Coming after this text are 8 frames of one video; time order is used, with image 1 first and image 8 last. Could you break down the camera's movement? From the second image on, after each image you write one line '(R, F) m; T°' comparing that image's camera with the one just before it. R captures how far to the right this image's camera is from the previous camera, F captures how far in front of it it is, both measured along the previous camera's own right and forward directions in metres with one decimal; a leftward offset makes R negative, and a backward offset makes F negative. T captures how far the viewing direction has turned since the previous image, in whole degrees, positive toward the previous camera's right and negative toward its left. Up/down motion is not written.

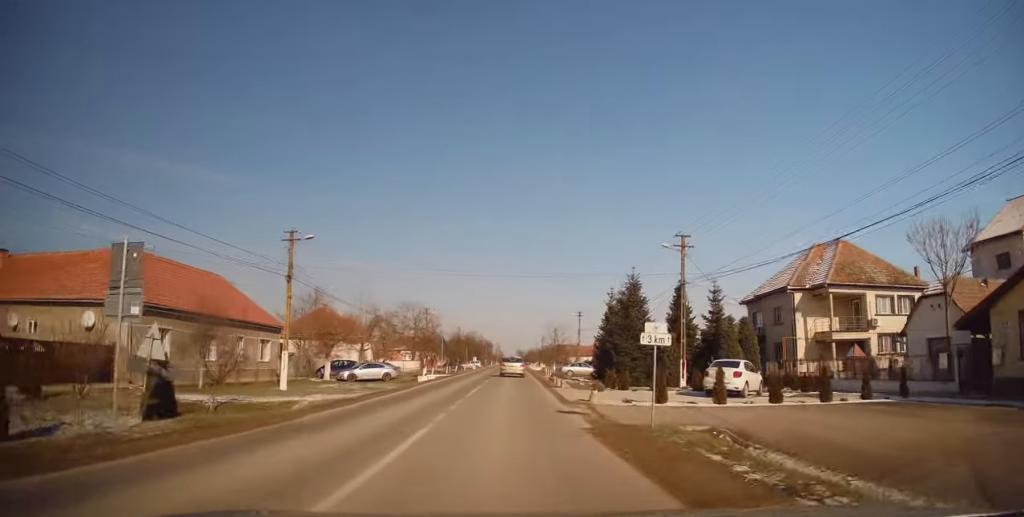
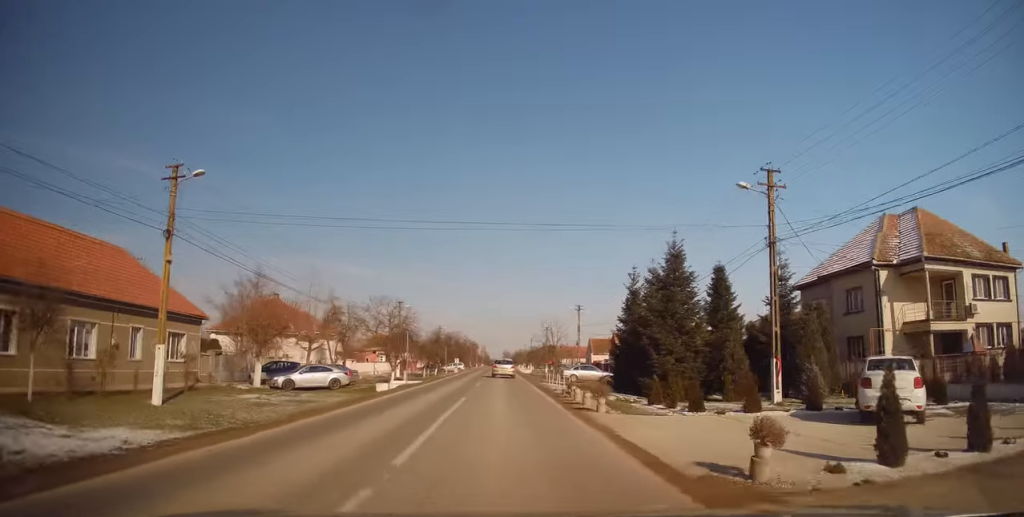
(+0.4, +10.7) m; +3°
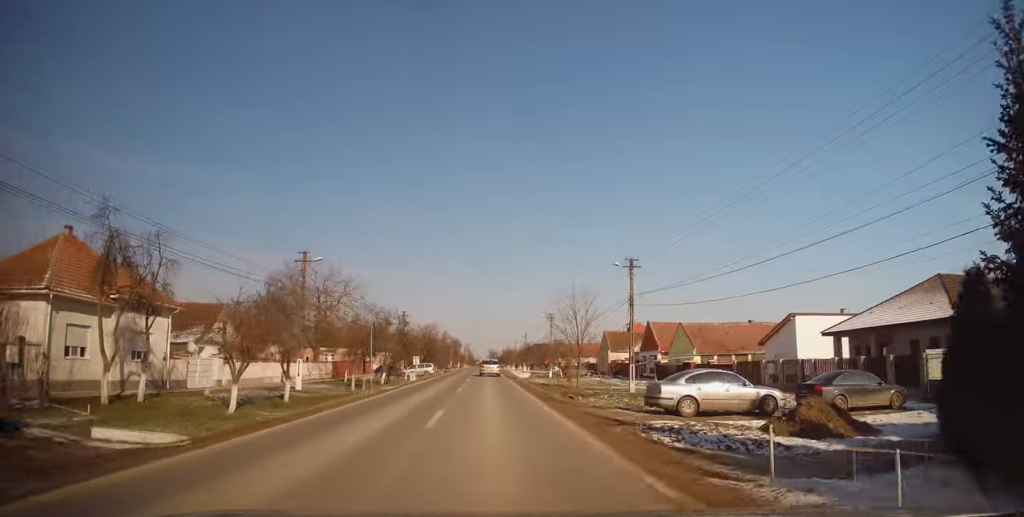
(+0.9, +27.2) m; +3°
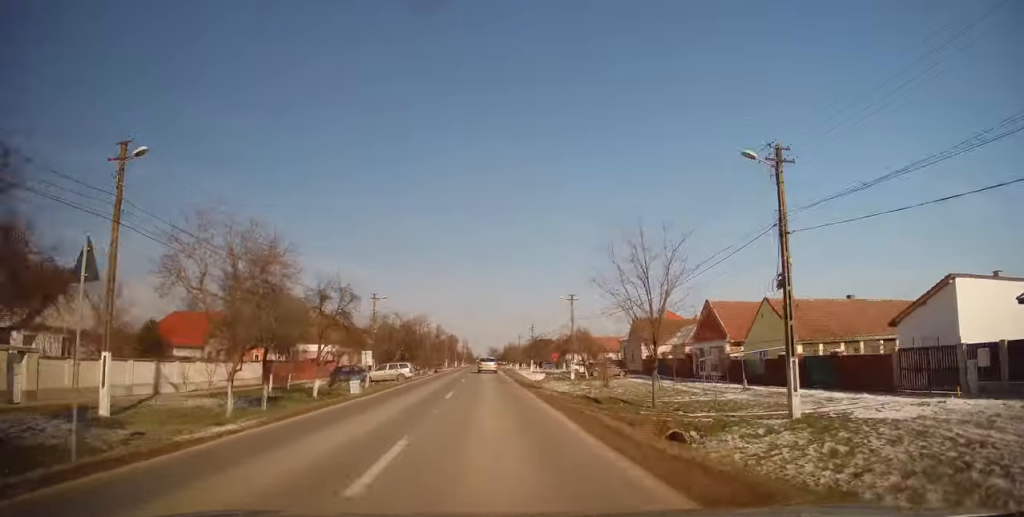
(-0.3, +17.8) m; -2°
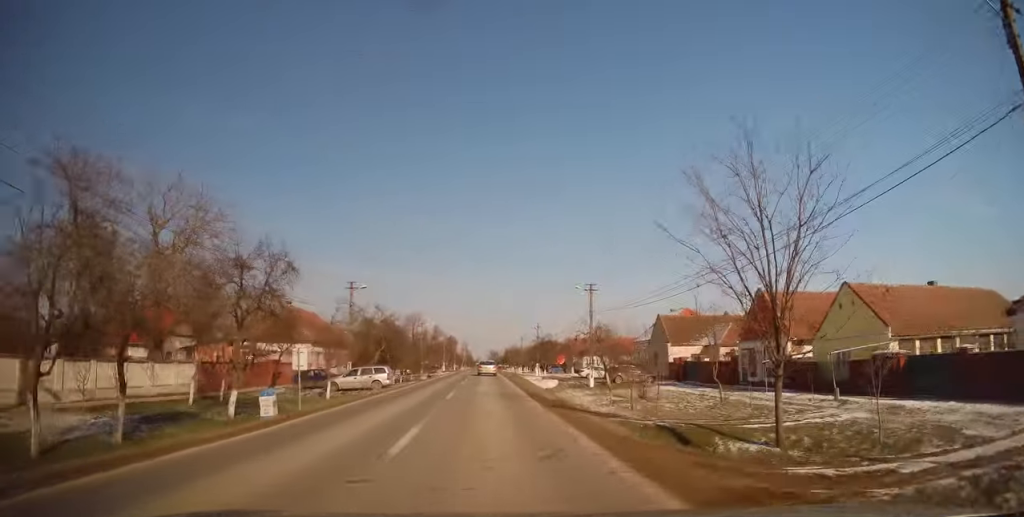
(-0.1, +9.8) m; 0°
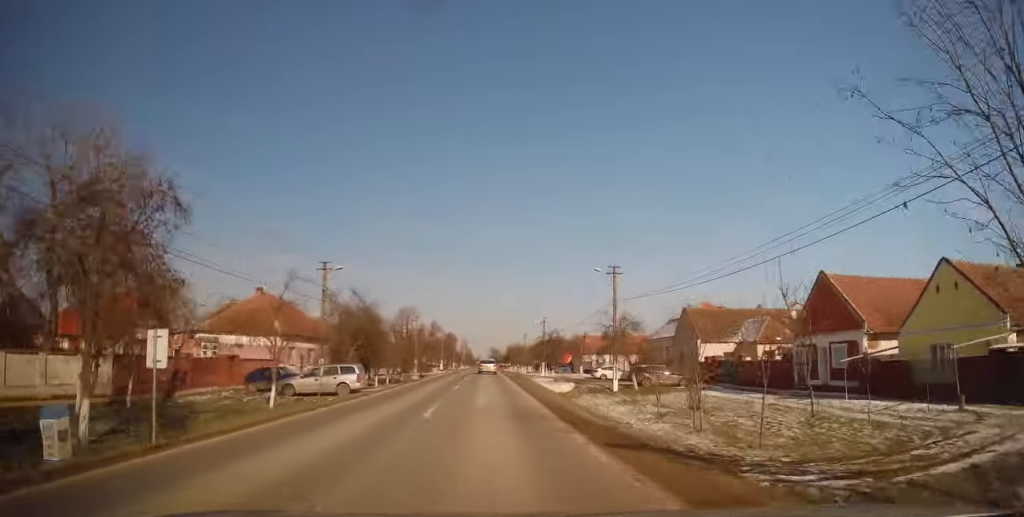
(0.0, +7.9) m; 0°
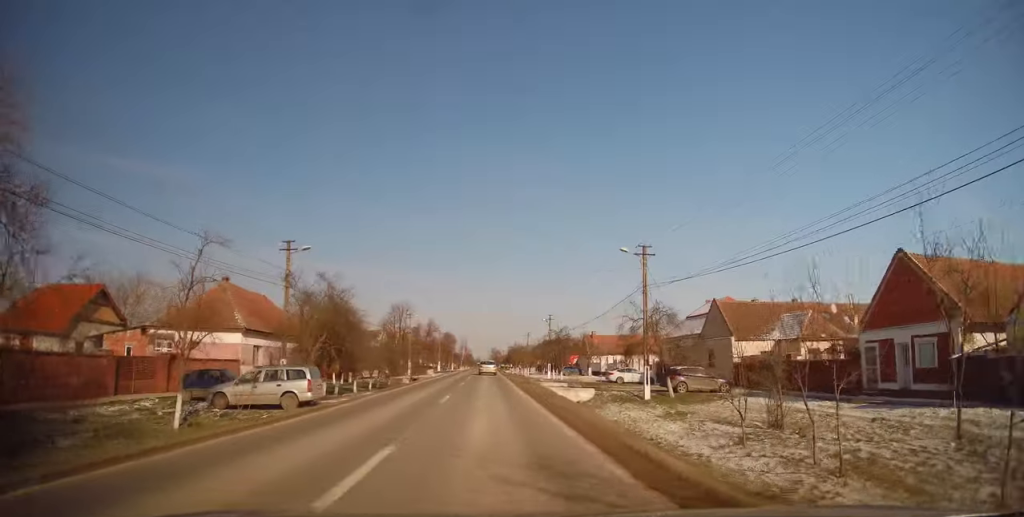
(0.0, +7.0) m; 0°
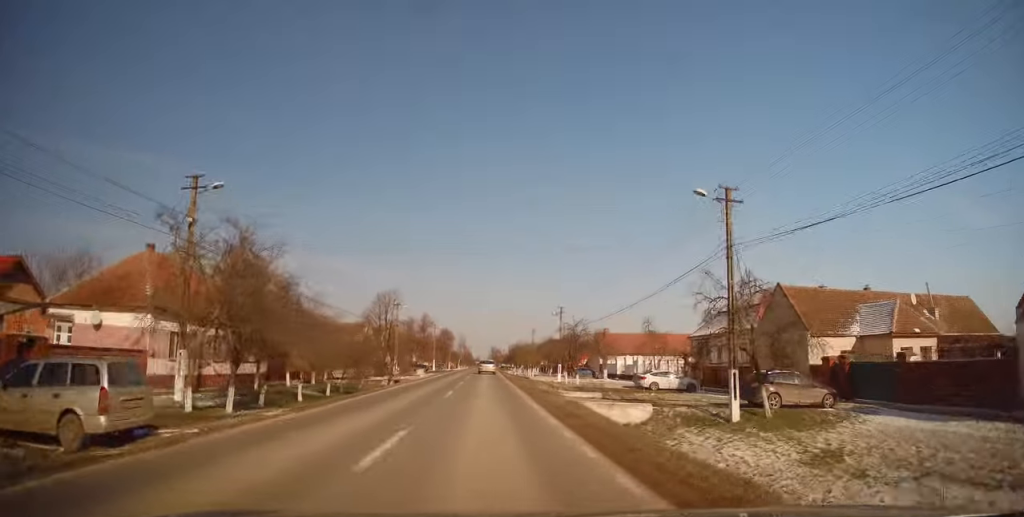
(0.0, +10.4) m; 0°
